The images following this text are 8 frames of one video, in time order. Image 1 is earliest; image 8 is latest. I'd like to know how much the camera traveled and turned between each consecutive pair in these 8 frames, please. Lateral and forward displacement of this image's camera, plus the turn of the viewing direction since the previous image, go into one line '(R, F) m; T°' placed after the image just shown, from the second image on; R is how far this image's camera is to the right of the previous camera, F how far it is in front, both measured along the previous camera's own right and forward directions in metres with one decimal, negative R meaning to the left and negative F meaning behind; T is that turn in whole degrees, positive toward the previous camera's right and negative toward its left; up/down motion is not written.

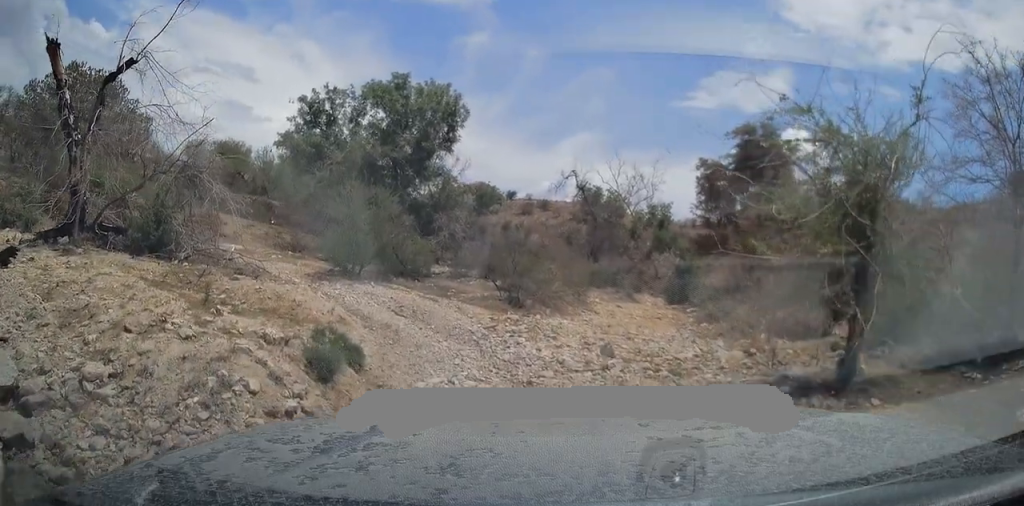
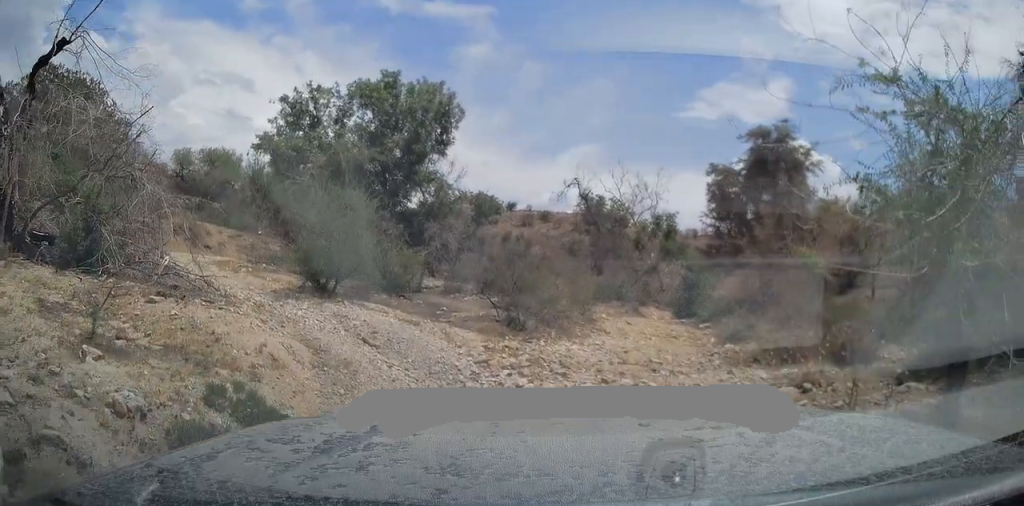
(-0.1, +2.5) m; +15°
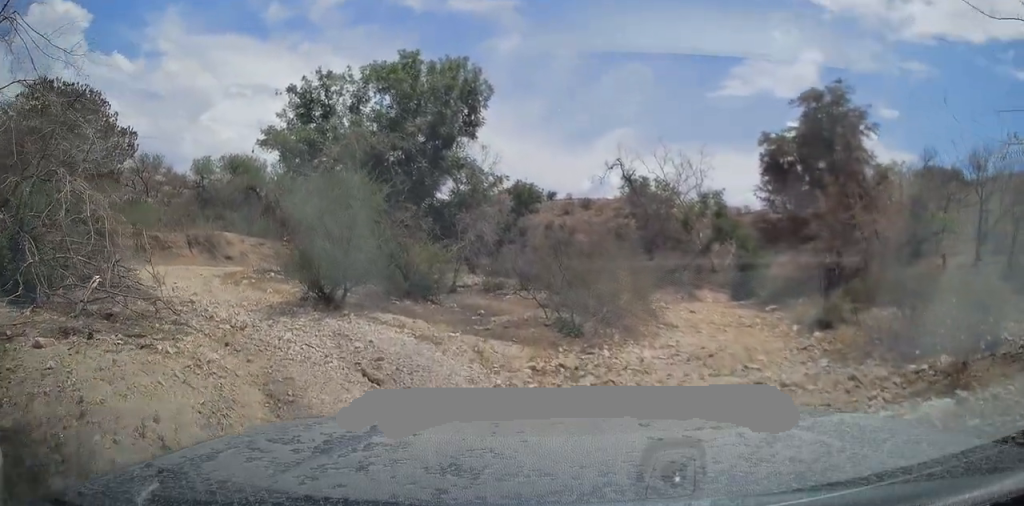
(+0.5, +2.8) m; -11°
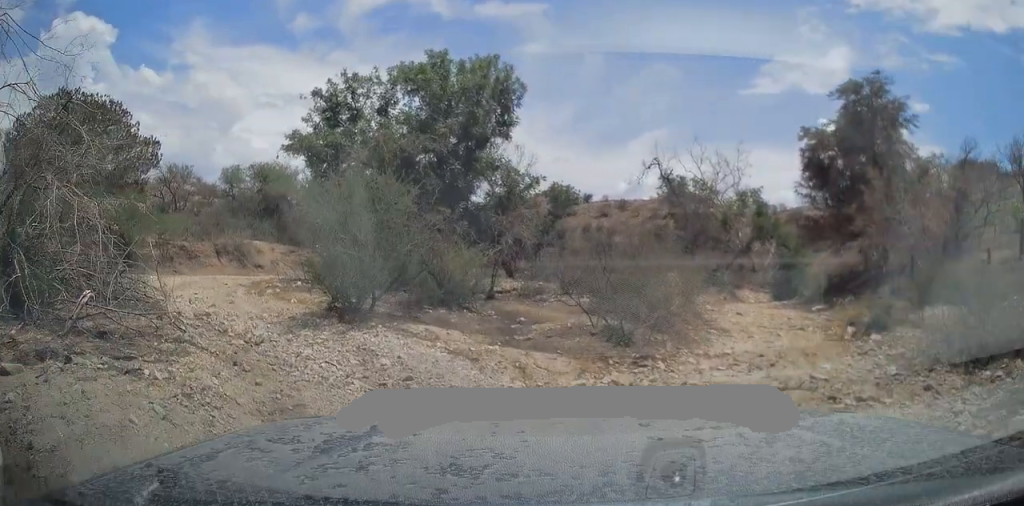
(-0.1, +1.0) m; -14°
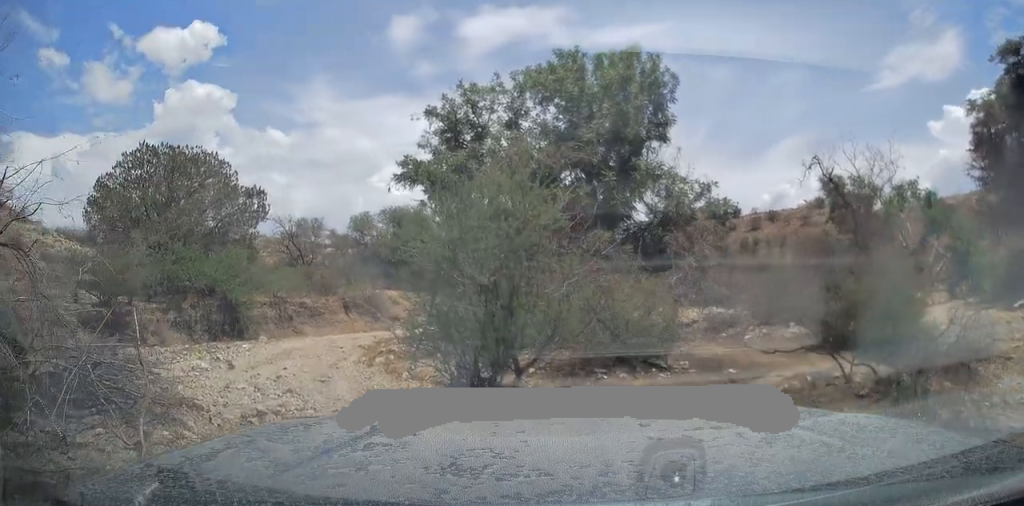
(-1.4, +4.3) m; -22°
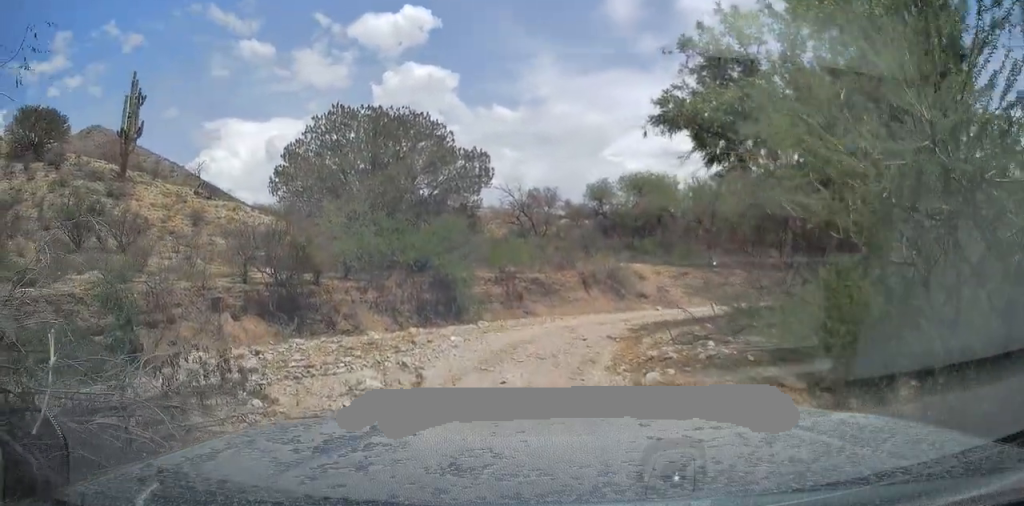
(+0.1, +4.4) m; +4°
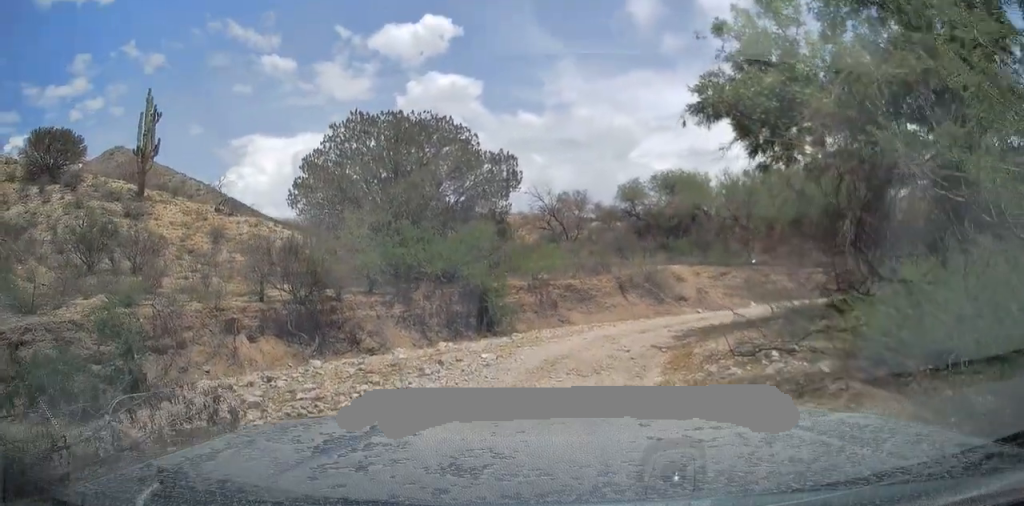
(+0.1, +1.1) m; +1°
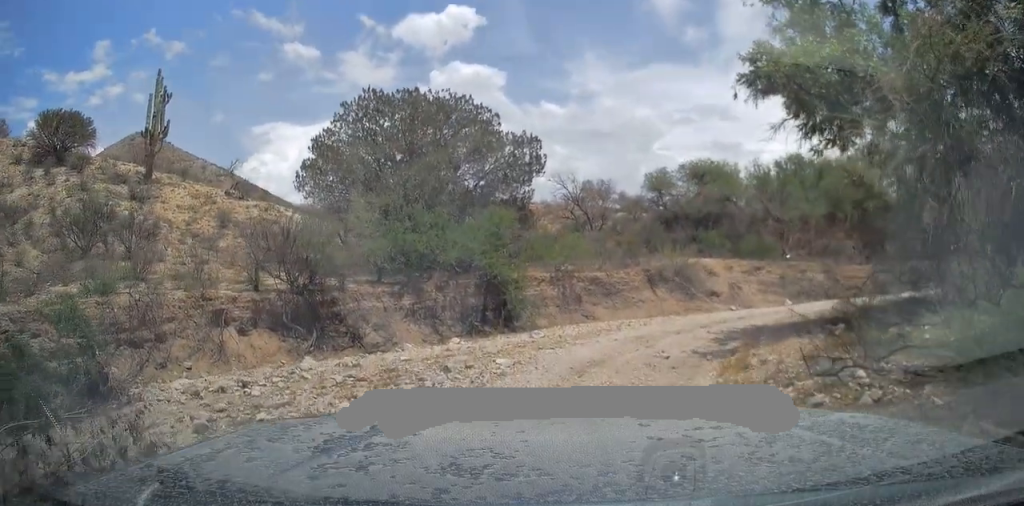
(0.0, +1.8) m; 0°
